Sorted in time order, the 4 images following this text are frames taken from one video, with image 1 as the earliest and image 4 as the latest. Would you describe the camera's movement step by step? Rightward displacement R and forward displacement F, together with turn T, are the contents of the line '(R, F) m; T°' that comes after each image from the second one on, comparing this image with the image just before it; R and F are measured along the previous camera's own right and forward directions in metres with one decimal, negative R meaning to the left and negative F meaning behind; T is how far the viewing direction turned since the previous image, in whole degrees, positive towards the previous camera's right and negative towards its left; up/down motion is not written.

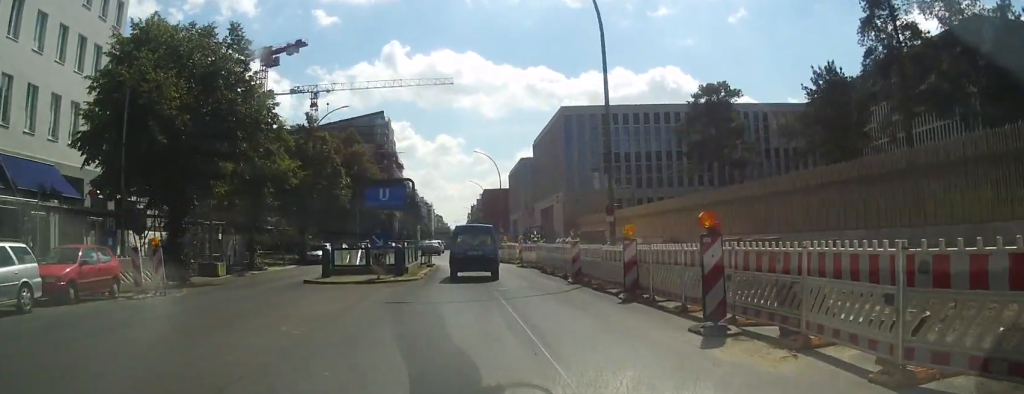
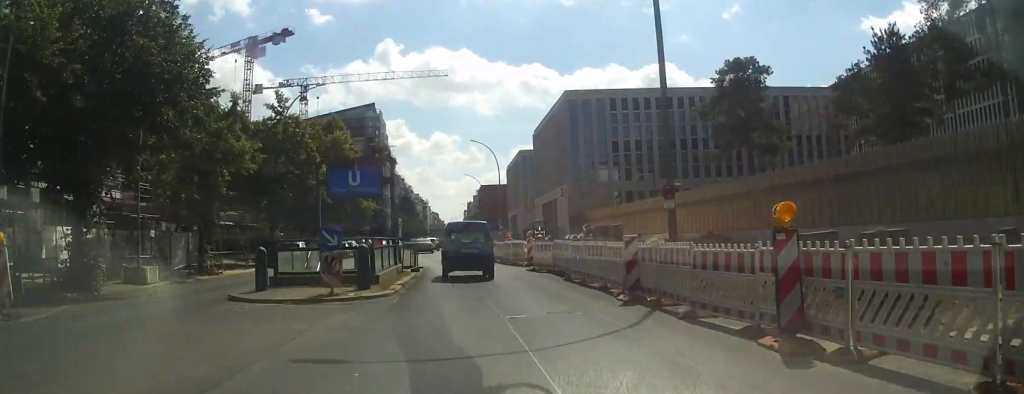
(+0.1, +7.5) m; +1°
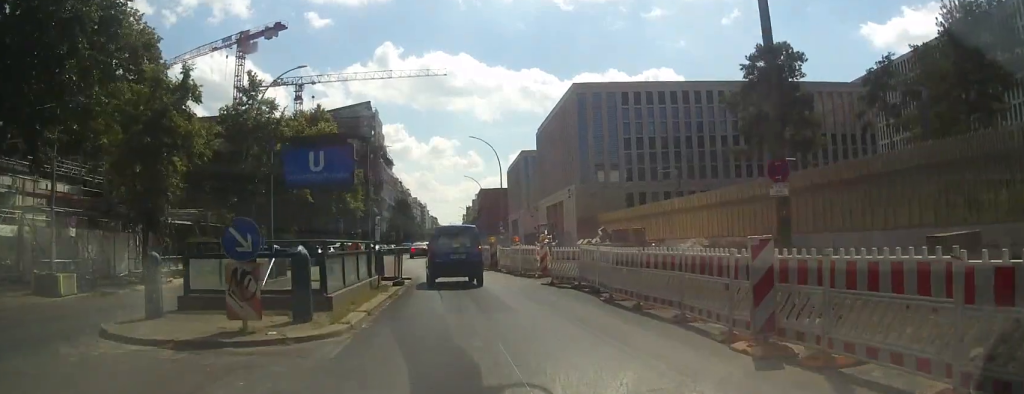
(0.0, +6.2) m; 0°
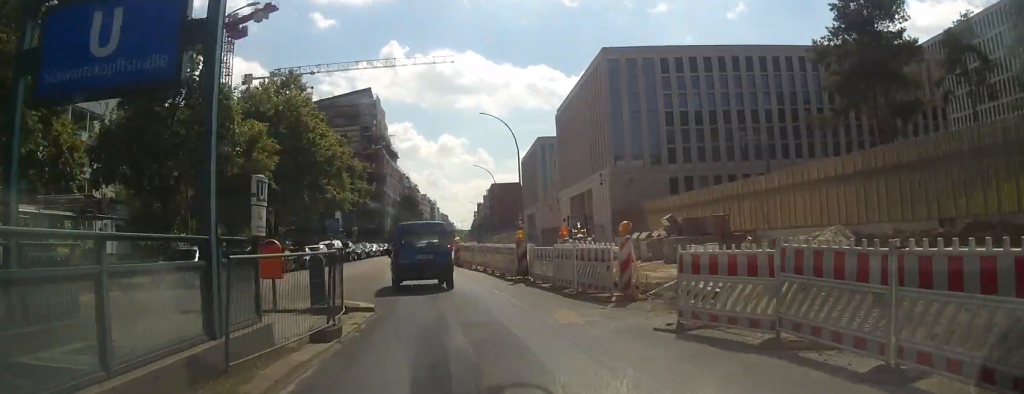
(-0.1, +11.9) m; -2°
